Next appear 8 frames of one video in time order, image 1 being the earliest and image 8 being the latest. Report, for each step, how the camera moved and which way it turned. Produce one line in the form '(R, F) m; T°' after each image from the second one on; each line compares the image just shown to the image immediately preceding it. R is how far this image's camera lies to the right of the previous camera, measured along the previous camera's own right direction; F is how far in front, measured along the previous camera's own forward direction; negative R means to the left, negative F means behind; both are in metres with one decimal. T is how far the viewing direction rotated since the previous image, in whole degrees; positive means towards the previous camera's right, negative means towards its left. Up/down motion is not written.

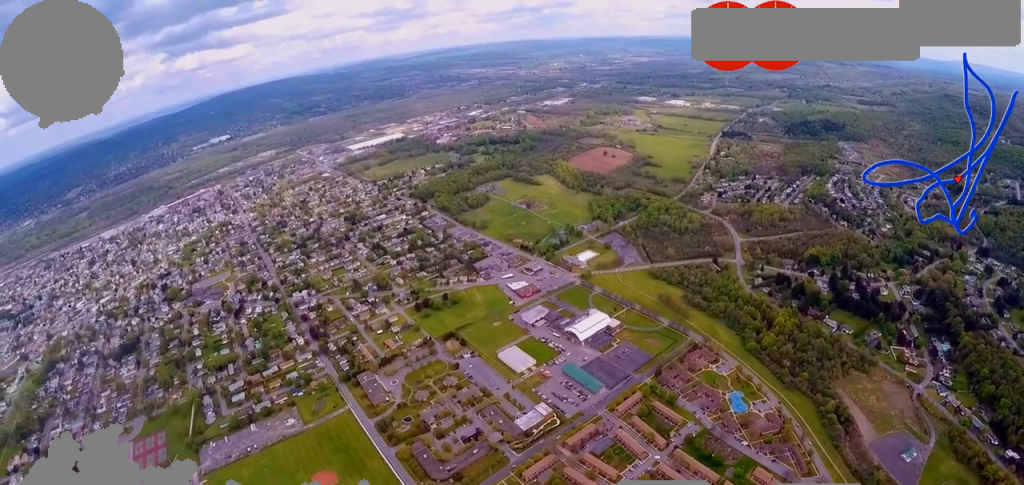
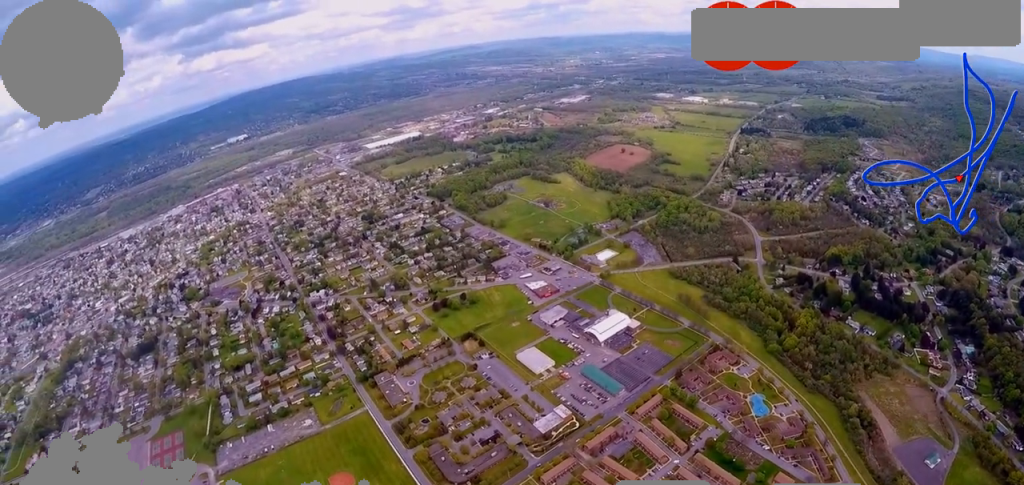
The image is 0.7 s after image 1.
(-0.3, +8.7) m; -3°
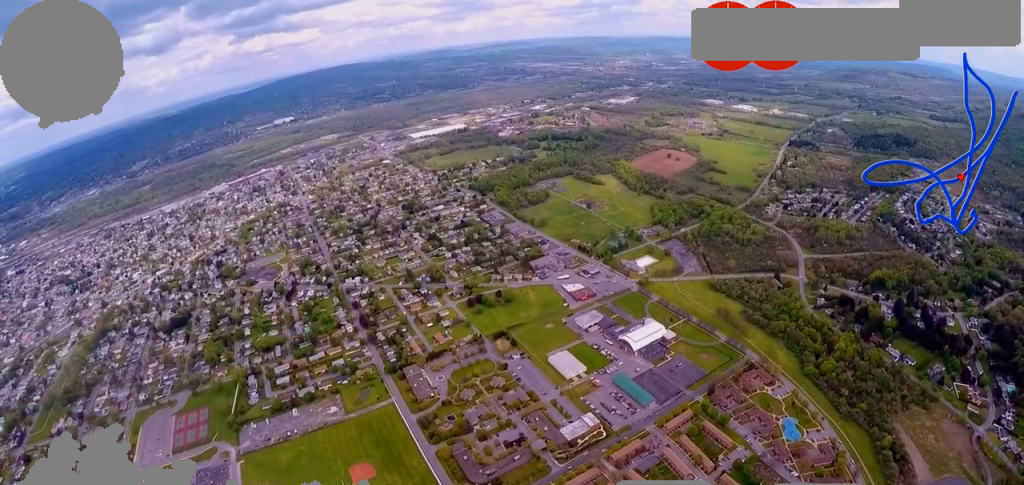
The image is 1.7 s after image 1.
(-0.3, +11.9) m; -2°
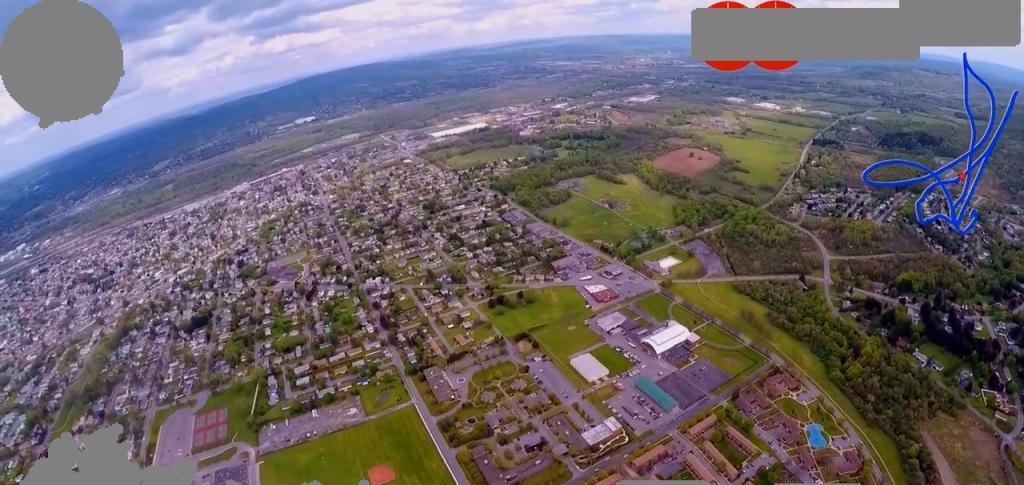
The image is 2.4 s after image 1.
(-0.1, +8.9) m; -1°
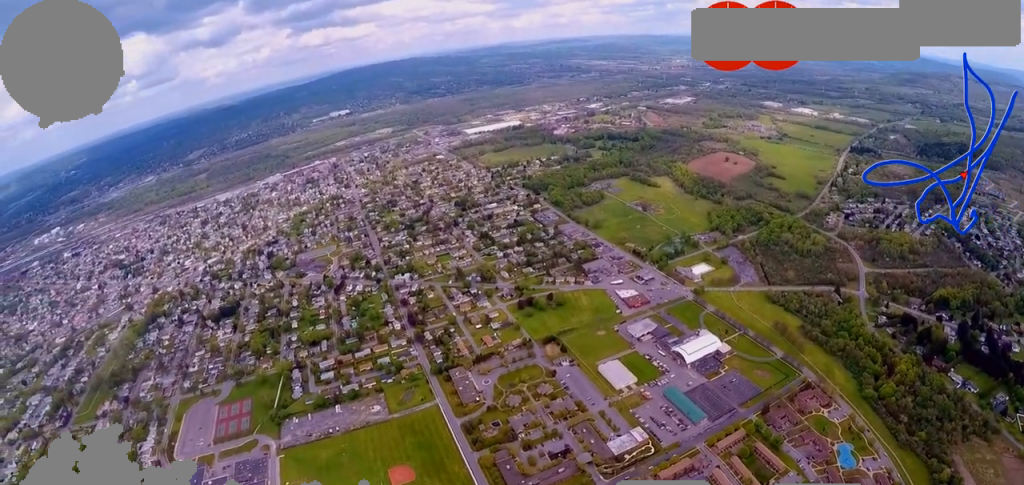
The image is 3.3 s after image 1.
(-0.2, +12.2) m; -1°
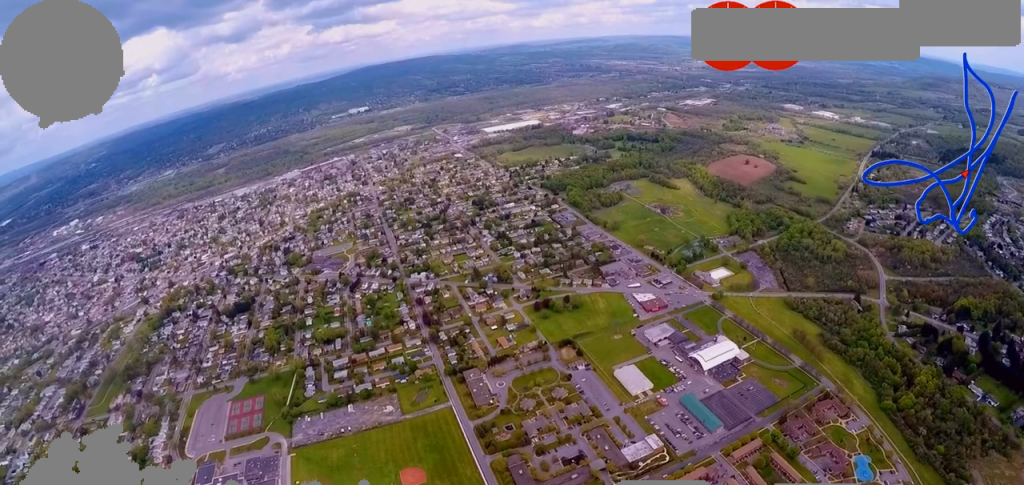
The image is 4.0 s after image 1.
(-0.1, +8.5) m; 0°
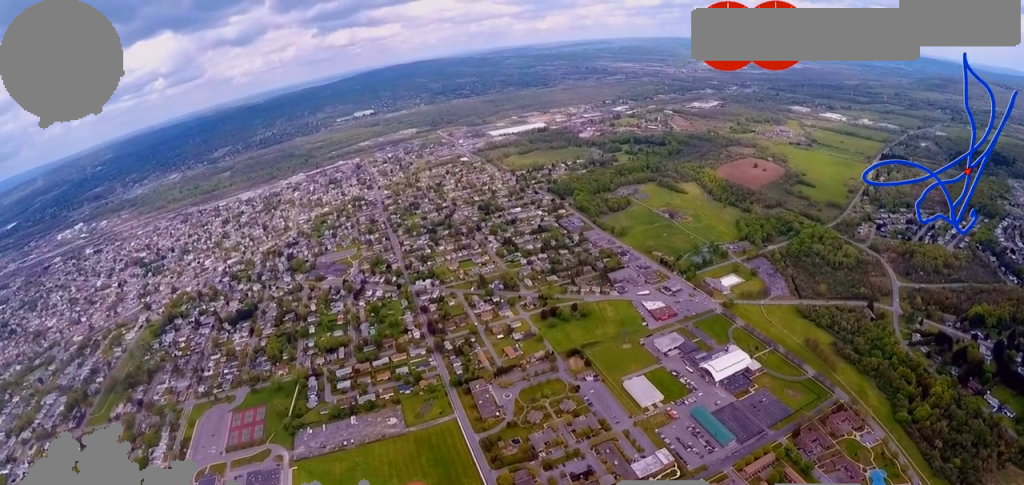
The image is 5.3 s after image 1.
(-0.1, +18.5) m; 0°
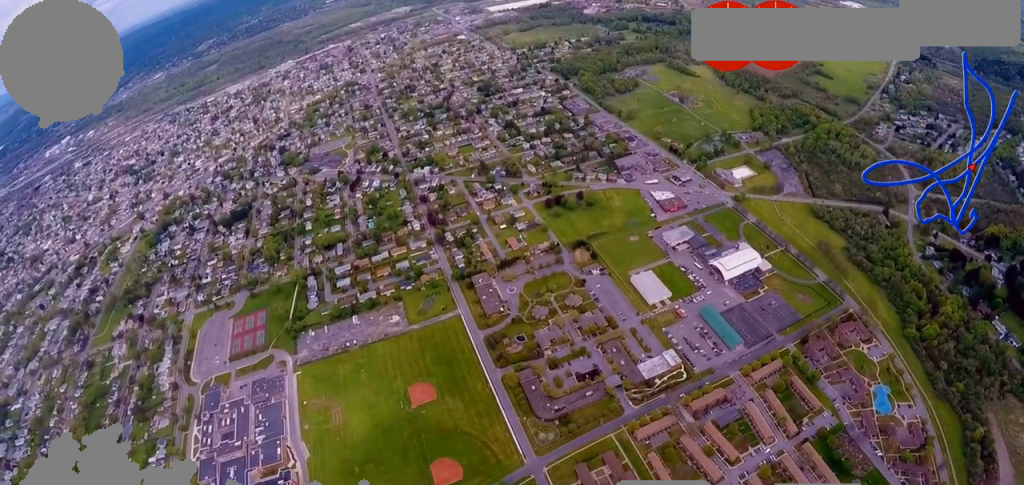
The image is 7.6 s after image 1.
(-0.3, +33.0) m; -1°
